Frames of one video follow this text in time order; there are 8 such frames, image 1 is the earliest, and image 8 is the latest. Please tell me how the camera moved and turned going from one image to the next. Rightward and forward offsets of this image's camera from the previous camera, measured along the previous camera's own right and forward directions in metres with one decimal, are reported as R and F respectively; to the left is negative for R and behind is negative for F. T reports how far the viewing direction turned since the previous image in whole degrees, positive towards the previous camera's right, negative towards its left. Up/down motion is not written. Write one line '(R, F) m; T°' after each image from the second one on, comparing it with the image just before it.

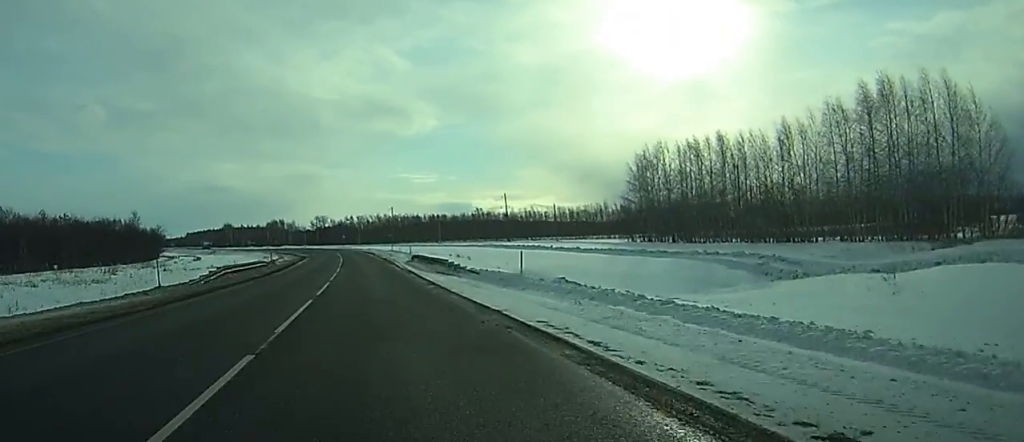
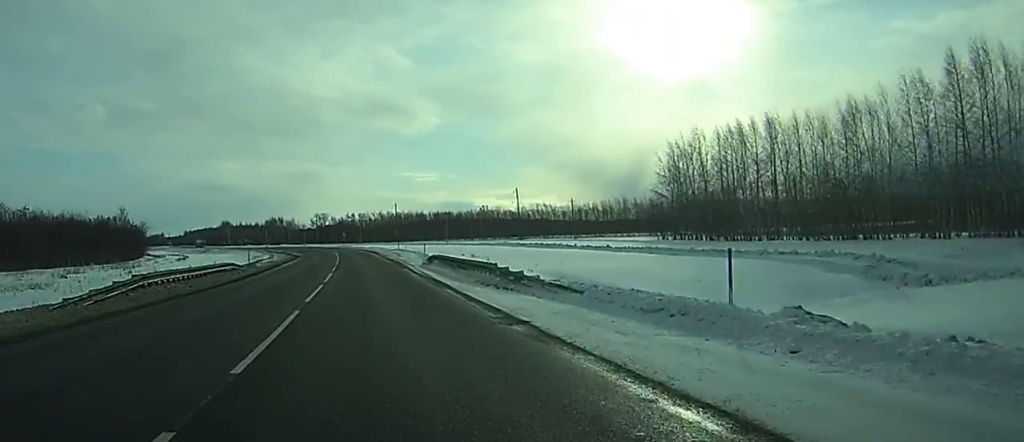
(0.0, +16.6) m; 0°
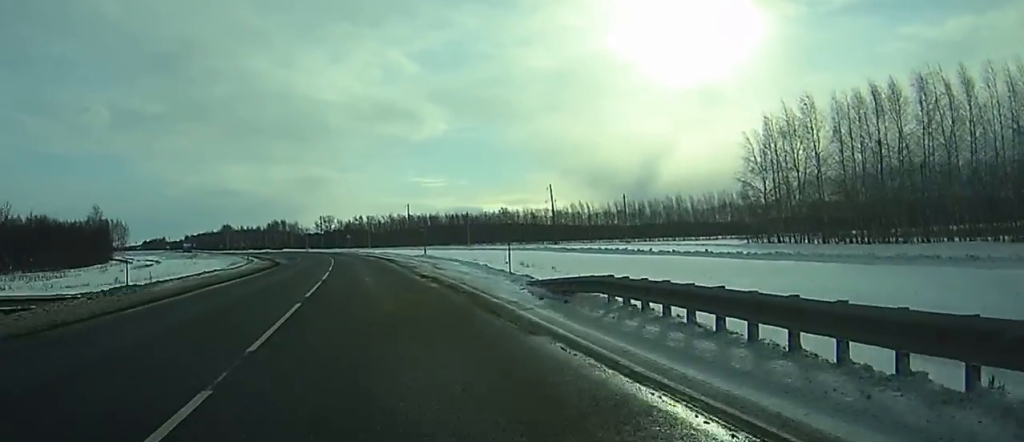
(-0.2, +34.6) m; -1°
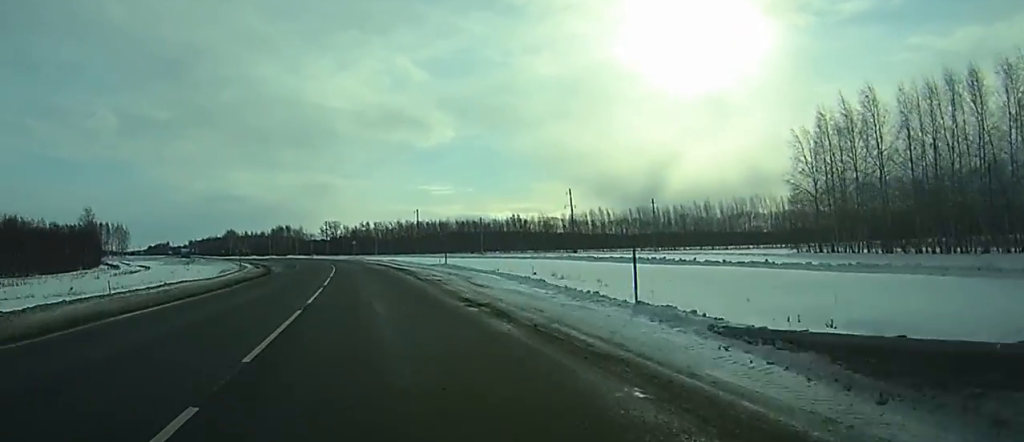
(0.0, +12.9) m; 0°
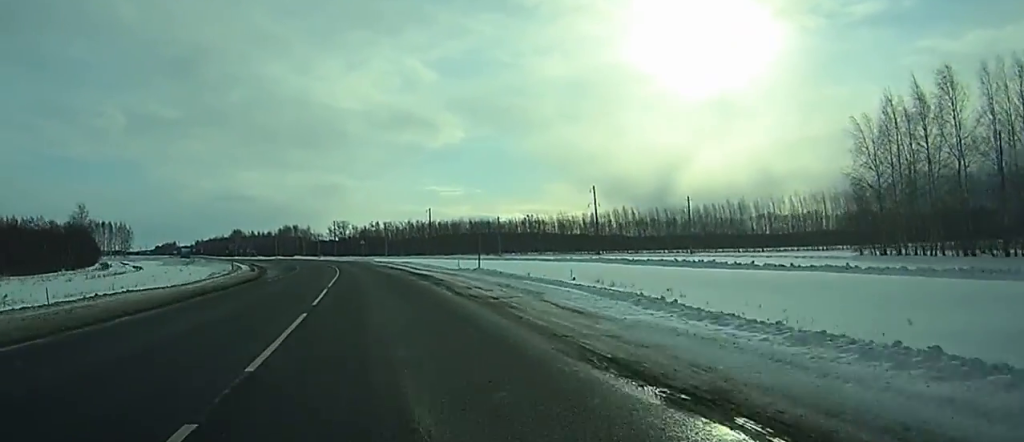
(-0.1, +12.7) m; 0°
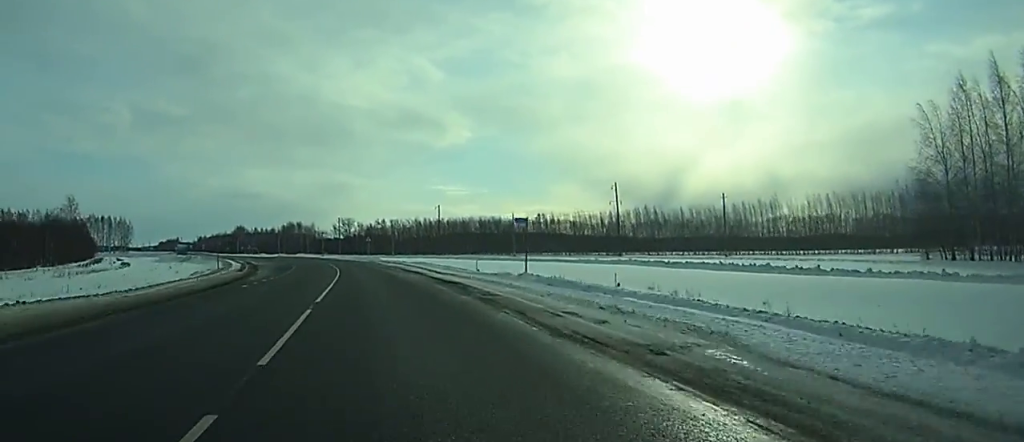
(0.0, +11.9) m; 0°
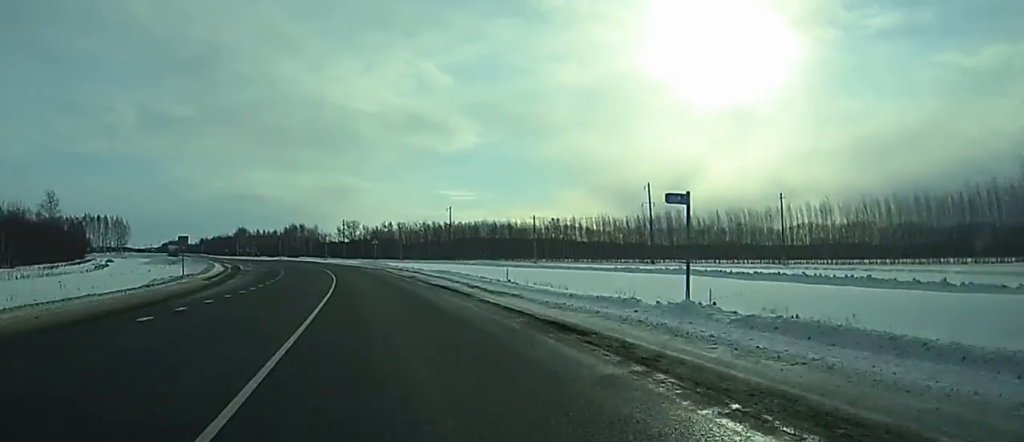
(-0.1, +16.8) m; 0°
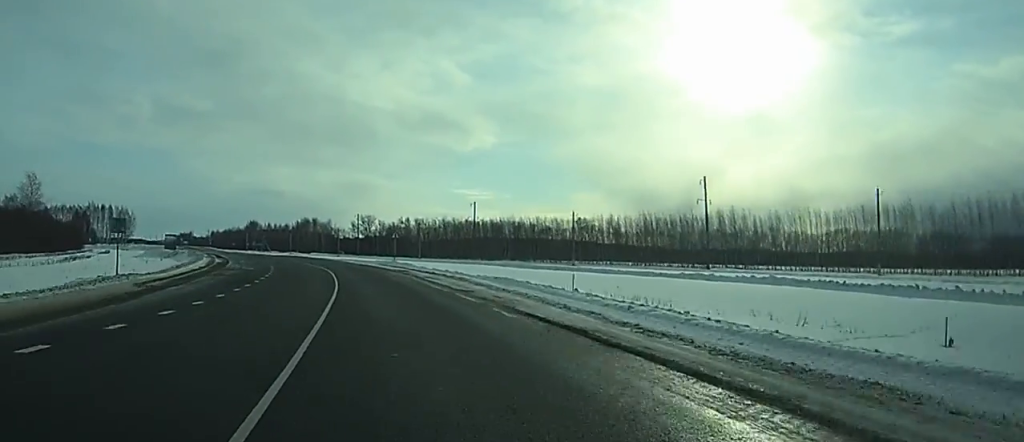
(-0.1, +19.2) m; -1°
